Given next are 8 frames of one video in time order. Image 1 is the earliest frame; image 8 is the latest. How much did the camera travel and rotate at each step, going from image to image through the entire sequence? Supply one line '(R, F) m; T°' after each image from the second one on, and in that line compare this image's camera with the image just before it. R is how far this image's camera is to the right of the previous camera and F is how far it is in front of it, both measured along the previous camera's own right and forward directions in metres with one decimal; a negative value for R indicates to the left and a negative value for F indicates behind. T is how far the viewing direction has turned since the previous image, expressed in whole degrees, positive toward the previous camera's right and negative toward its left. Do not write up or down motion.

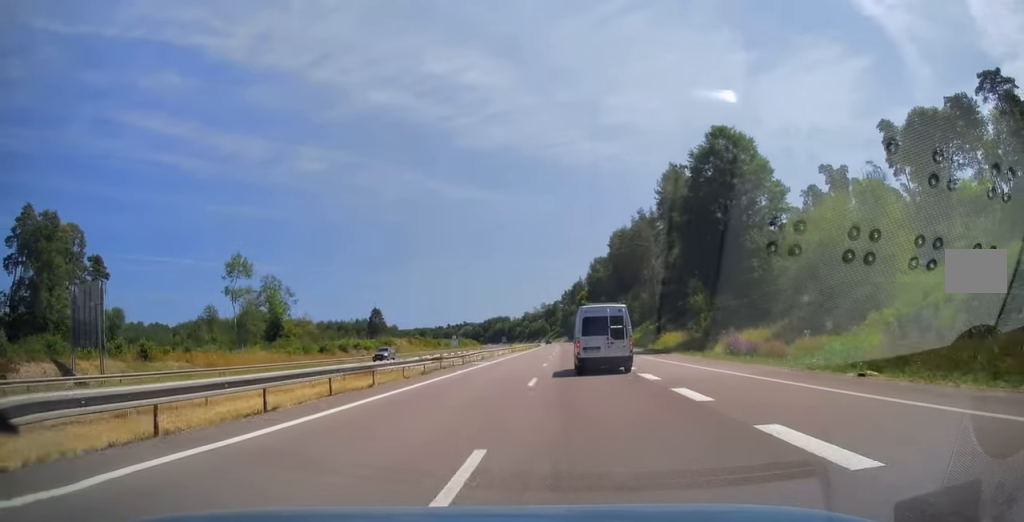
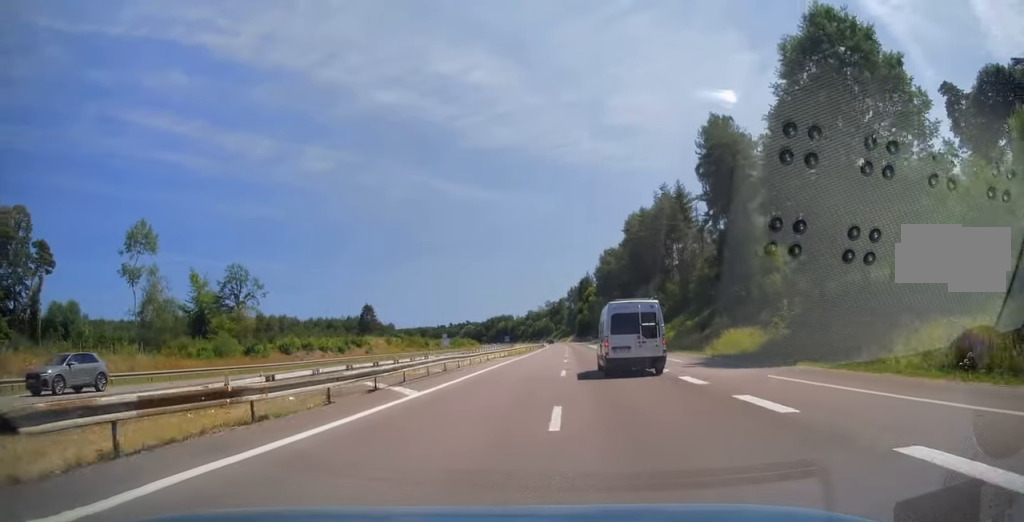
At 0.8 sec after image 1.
(0.0, +22.0) m; 0°
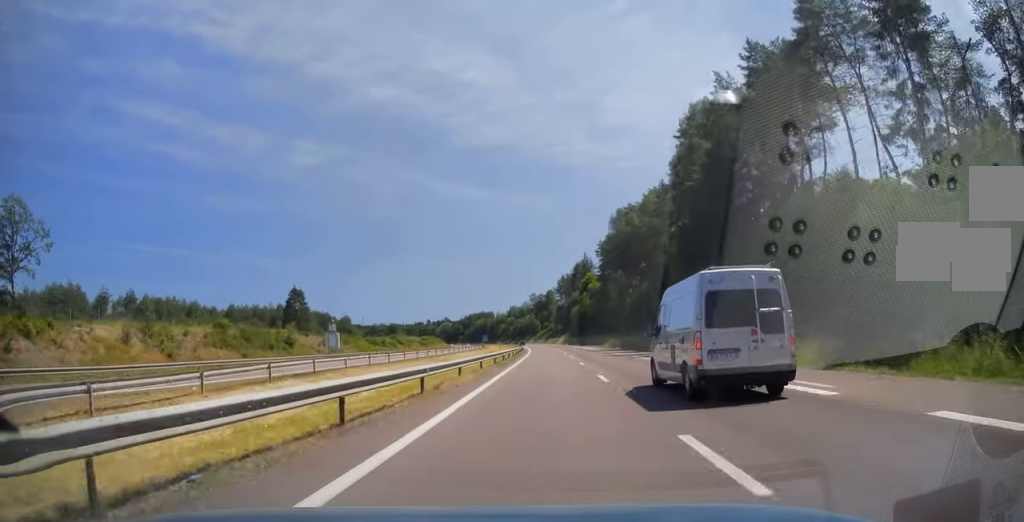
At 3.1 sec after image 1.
(-0.2, +70.3) m; +1°
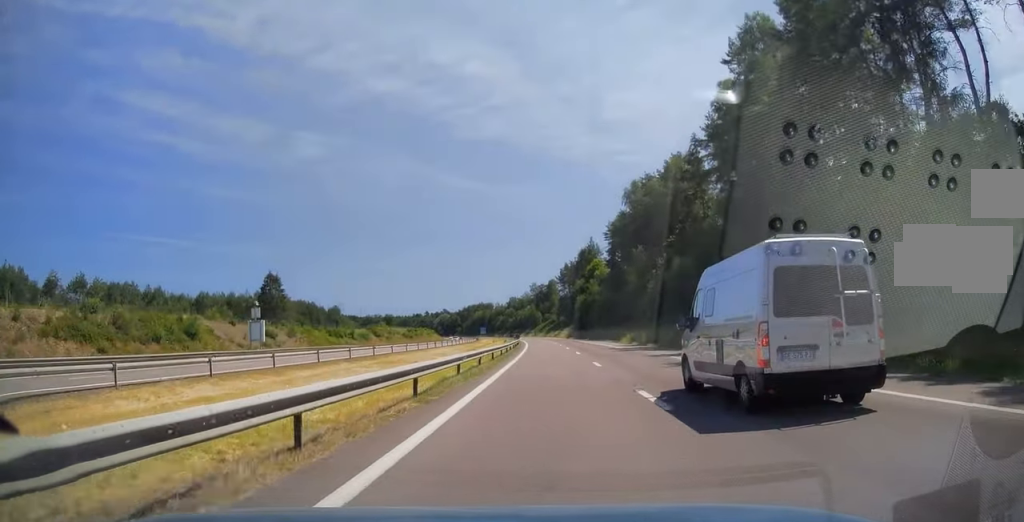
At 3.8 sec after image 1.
(+0.2, +21.4) m; 0°
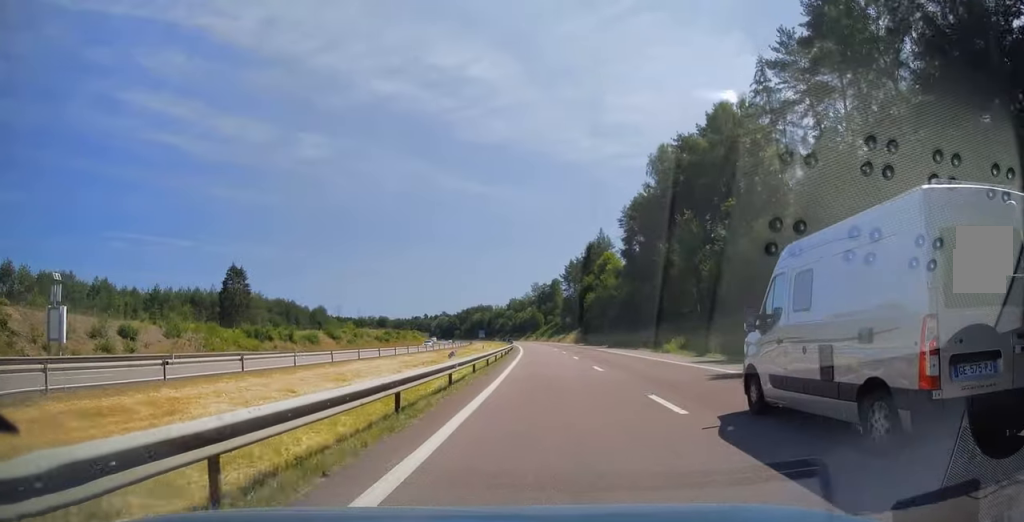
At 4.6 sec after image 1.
(+0.1, +26.8) m; -1°
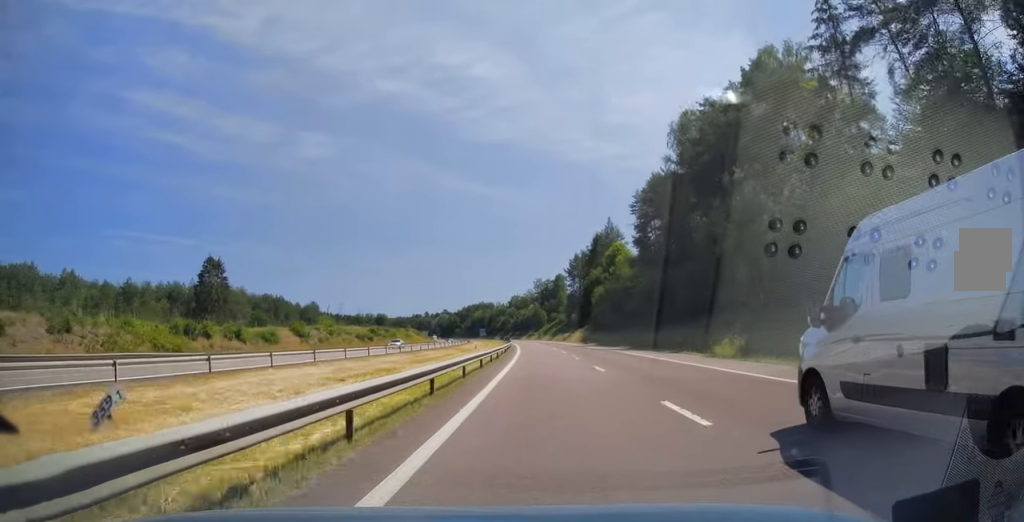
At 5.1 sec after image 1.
(-0.3, +14.7) m; 0°
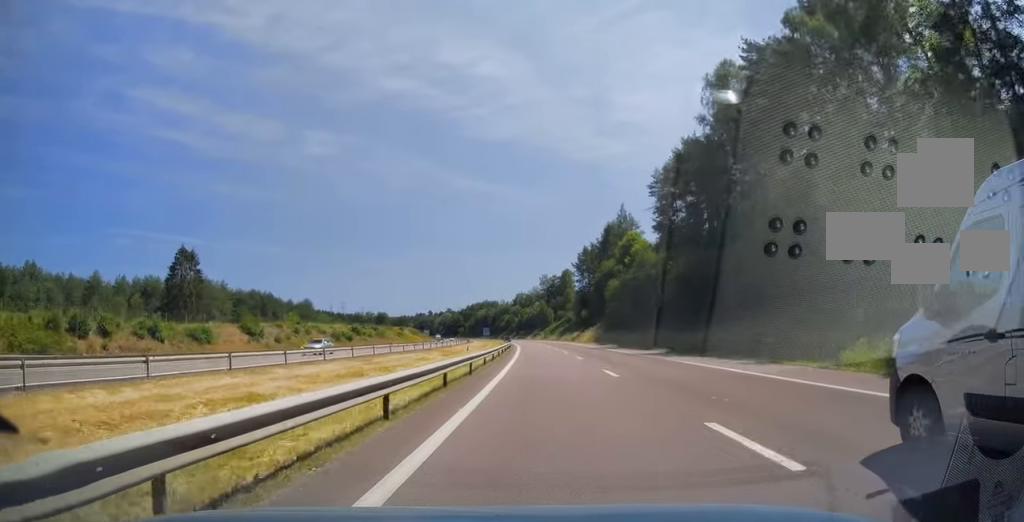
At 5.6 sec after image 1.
(-0.1, +16.3) m; 0°
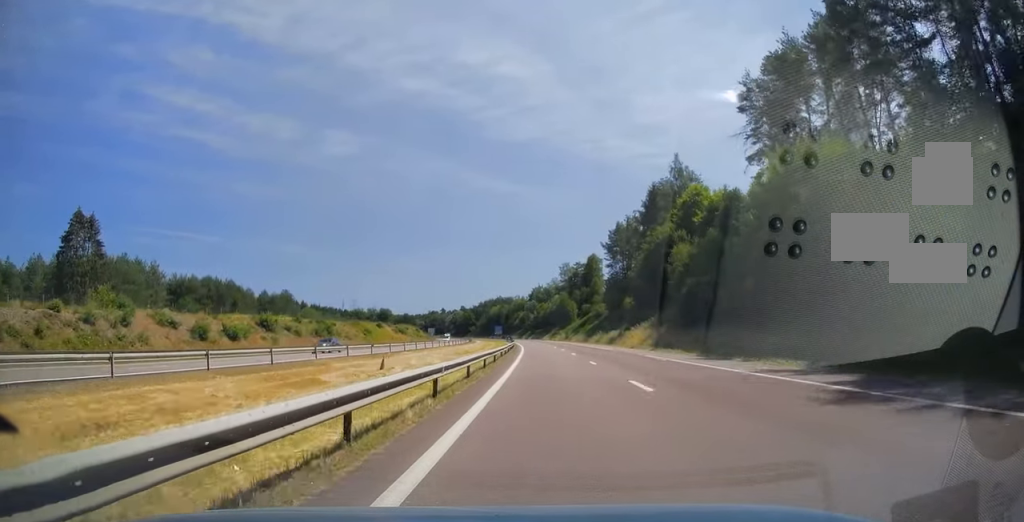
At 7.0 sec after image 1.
(0.0, +44.7) m; -1°
